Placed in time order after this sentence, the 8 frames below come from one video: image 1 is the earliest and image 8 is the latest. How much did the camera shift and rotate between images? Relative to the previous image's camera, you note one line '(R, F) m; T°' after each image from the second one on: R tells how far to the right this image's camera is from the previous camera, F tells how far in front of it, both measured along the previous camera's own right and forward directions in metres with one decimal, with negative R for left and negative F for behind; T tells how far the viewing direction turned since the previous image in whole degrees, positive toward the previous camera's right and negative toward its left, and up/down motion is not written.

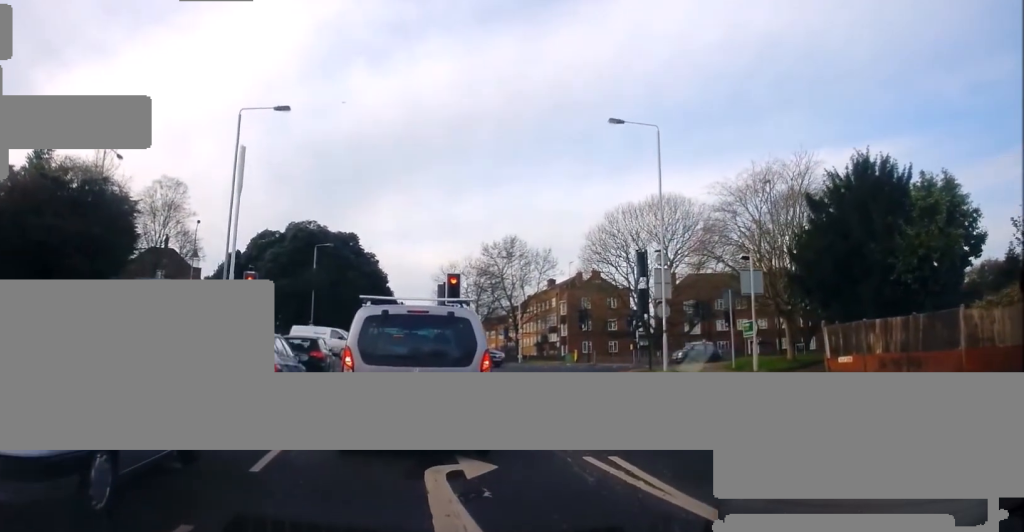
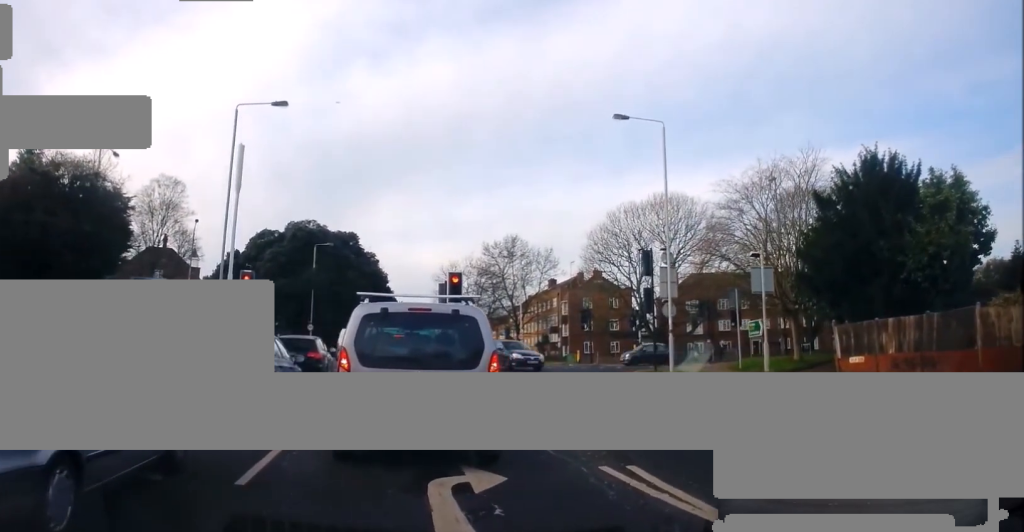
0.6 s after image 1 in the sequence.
(+0.3, +0.7) m; 0°
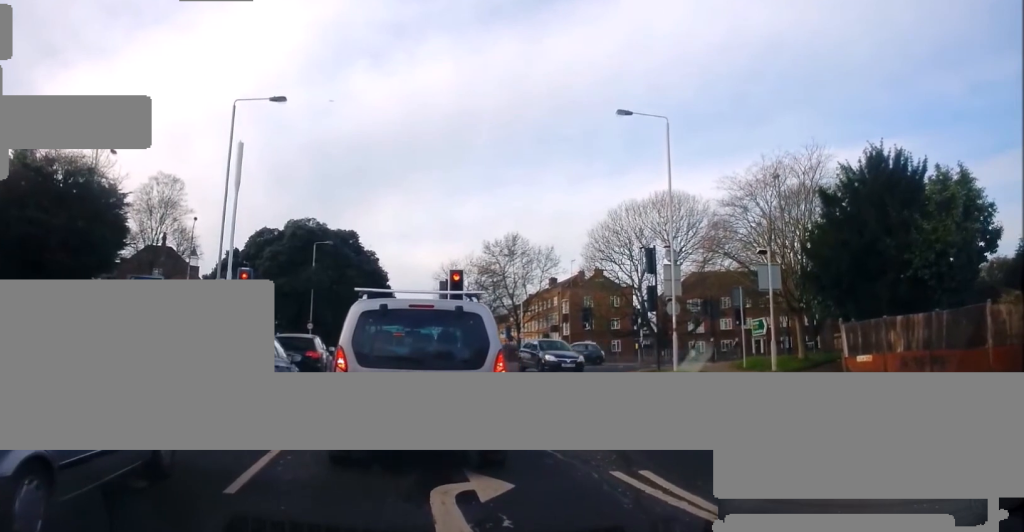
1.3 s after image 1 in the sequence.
(-0.2, +0.7) m; 0°
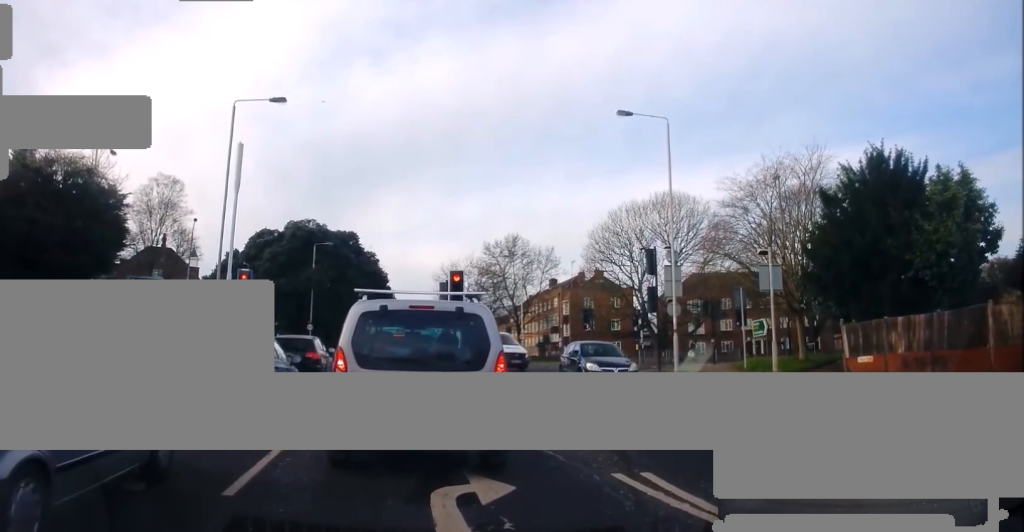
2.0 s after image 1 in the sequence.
(-0.2, +0.4) m; 0°
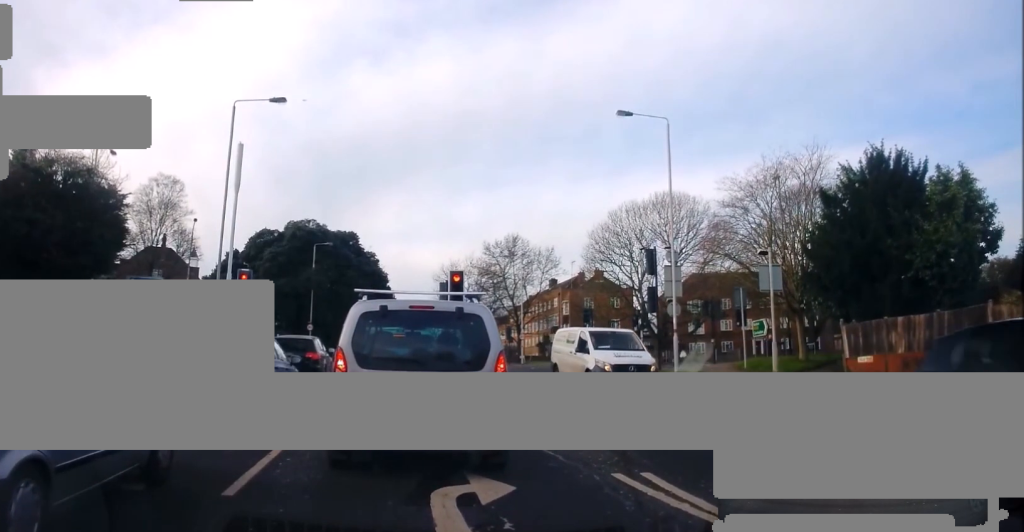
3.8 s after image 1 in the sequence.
(-0.2, +0.3) m; 0°
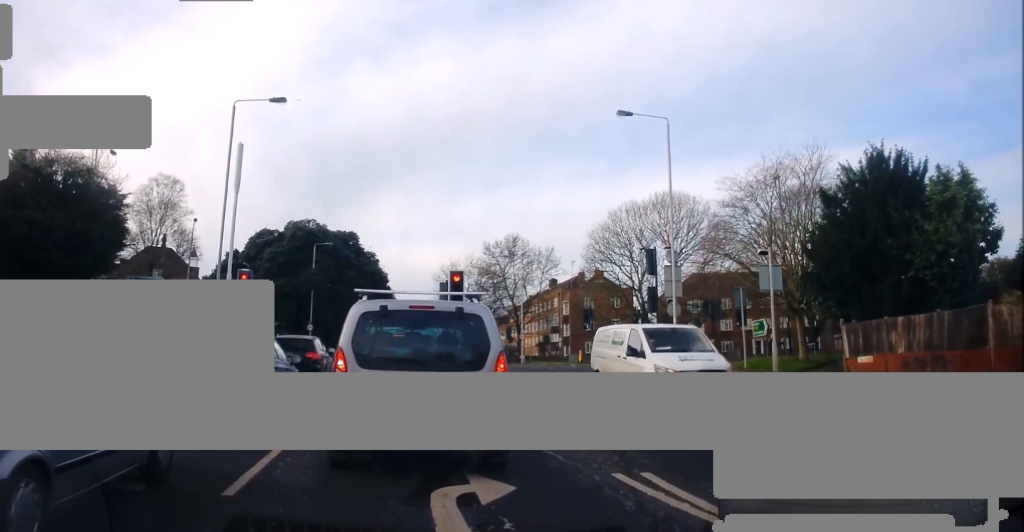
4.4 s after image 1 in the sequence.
(0.0, 0.0) m; 0°
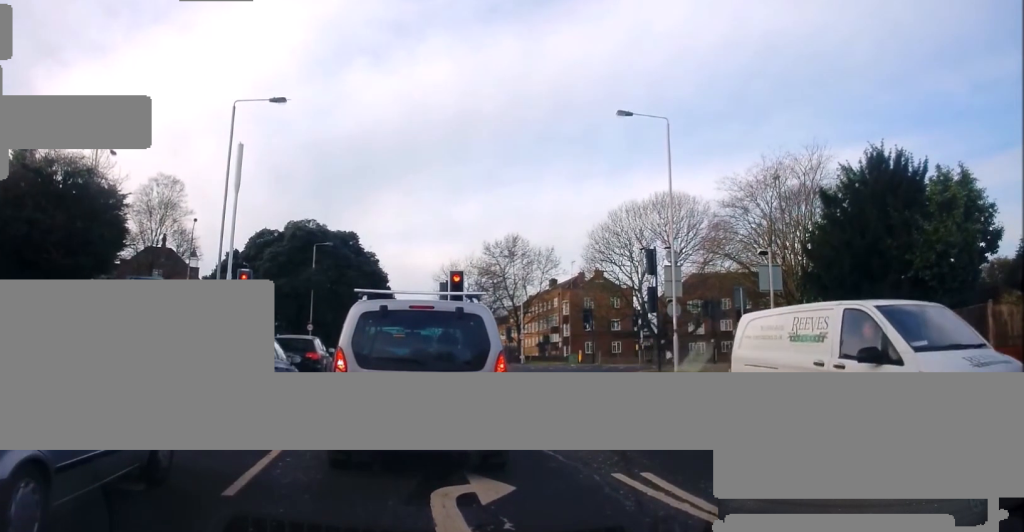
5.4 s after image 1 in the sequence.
(-0.1, +0.1) m; 0°
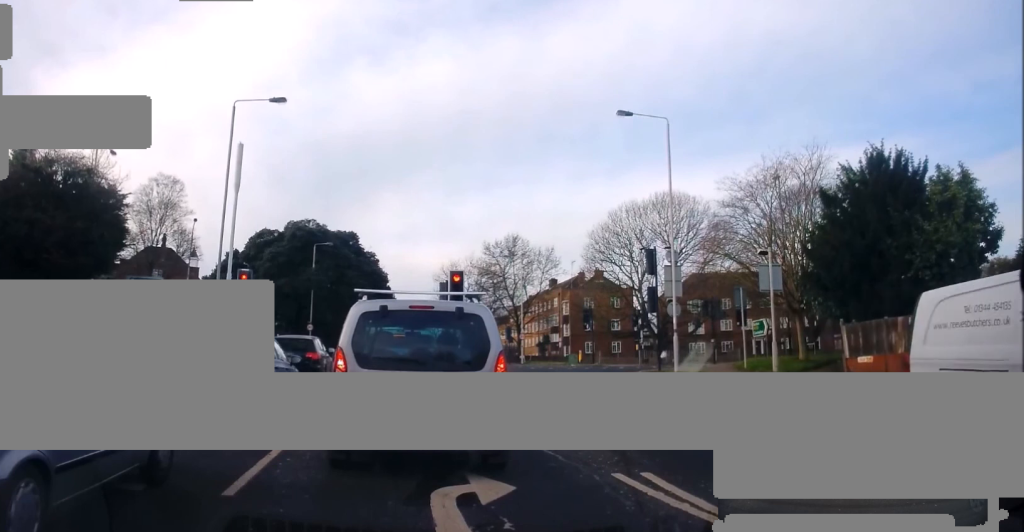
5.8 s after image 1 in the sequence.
(0.0, 0.0) m; 0°
